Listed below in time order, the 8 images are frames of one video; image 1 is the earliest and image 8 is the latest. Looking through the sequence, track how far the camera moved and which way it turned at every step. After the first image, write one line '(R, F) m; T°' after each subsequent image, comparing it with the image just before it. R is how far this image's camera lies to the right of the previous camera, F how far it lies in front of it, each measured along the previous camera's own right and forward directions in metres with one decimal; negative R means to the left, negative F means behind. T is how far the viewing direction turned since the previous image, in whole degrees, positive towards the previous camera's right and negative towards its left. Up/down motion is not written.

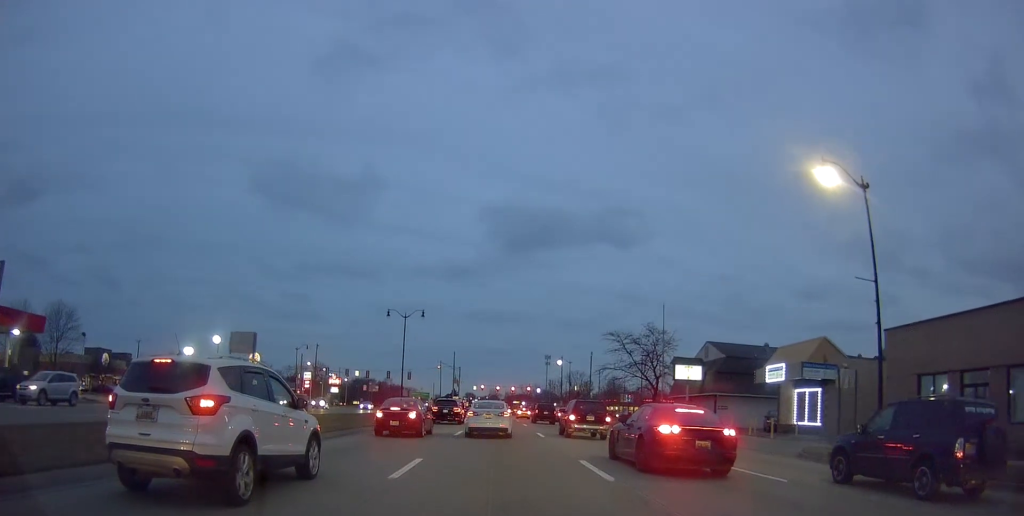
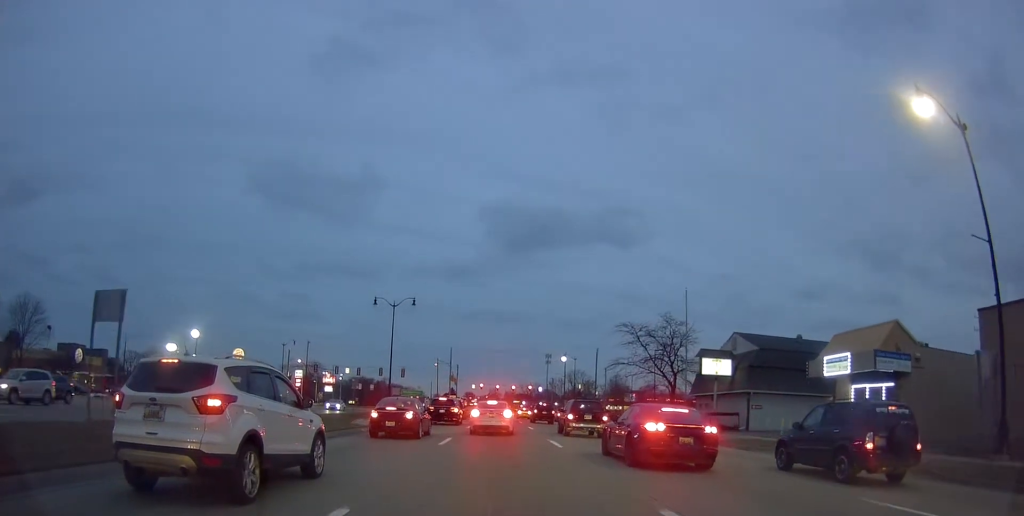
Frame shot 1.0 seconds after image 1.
(+0.2, +6.8) m; 0°
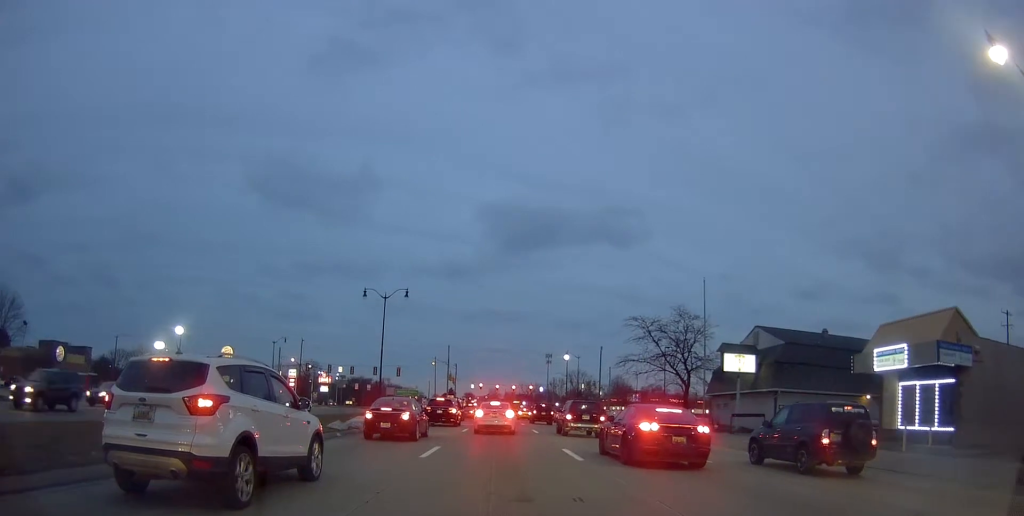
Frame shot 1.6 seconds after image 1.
(-0.2, +4.6) m; -2°
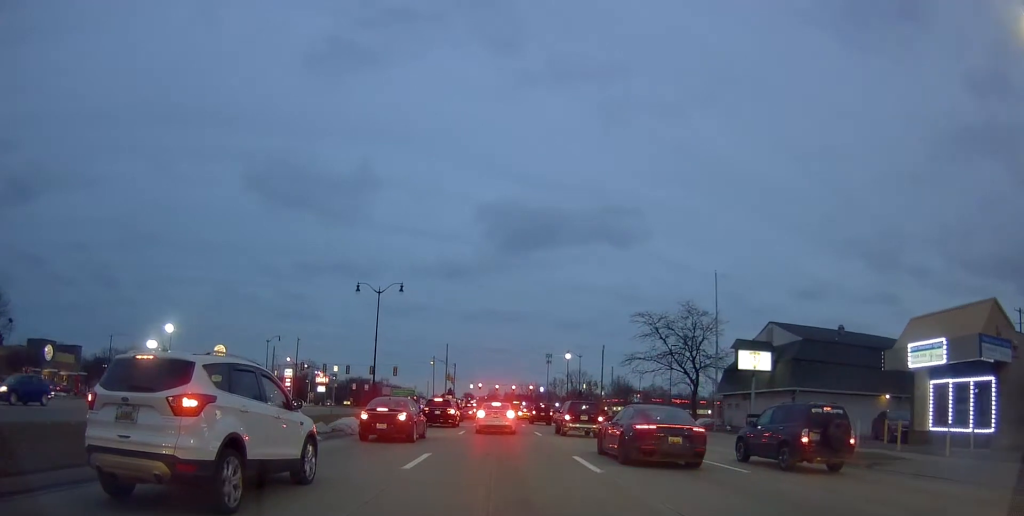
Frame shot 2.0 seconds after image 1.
(0.0, +2.7) m; +2°
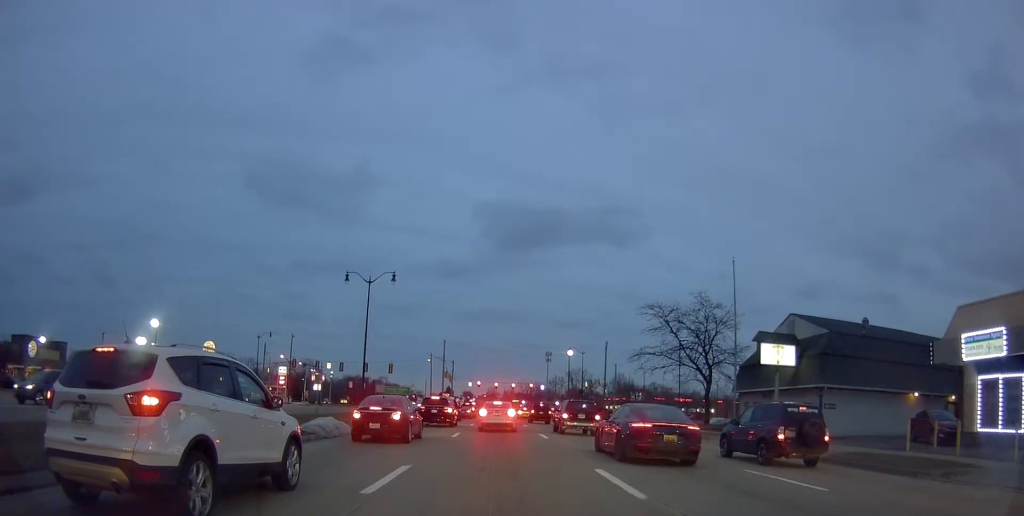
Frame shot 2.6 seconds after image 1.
(-0.1, +3.8) m; +3°
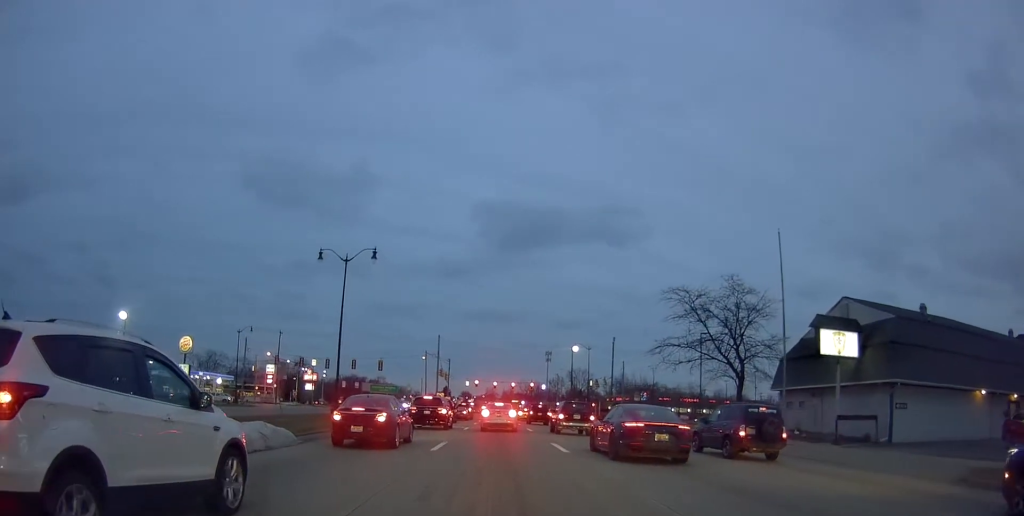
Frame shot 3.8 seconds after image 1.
(+0.7, +7.8) m; +2°
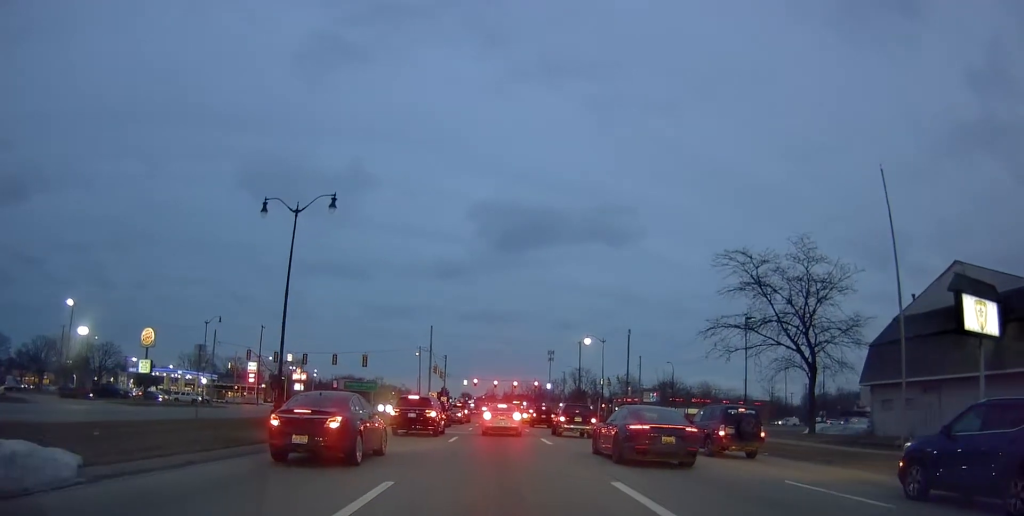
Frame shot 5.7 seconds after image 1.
(-0.5, +11.2) m; +4°
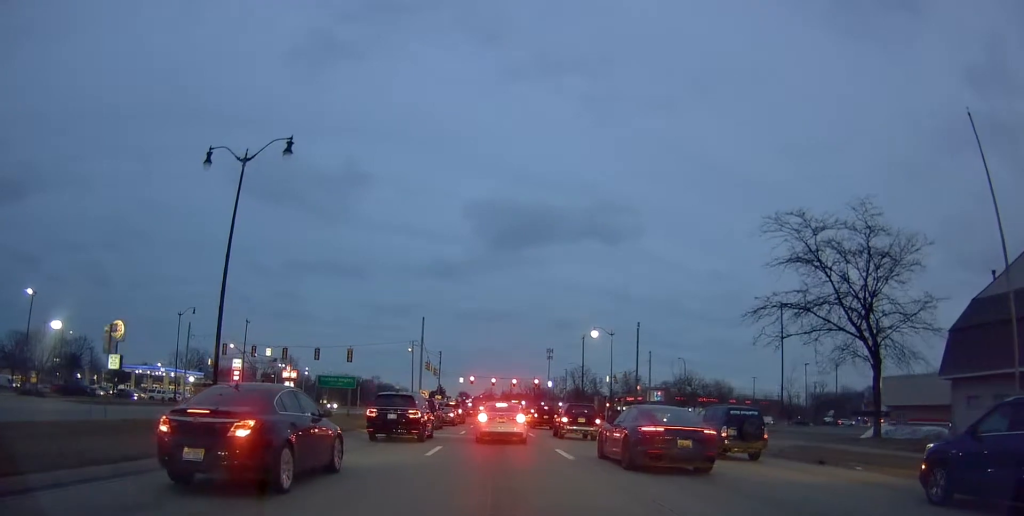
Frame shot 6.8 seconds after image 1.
(+0.5, +6.6) m; +4°
